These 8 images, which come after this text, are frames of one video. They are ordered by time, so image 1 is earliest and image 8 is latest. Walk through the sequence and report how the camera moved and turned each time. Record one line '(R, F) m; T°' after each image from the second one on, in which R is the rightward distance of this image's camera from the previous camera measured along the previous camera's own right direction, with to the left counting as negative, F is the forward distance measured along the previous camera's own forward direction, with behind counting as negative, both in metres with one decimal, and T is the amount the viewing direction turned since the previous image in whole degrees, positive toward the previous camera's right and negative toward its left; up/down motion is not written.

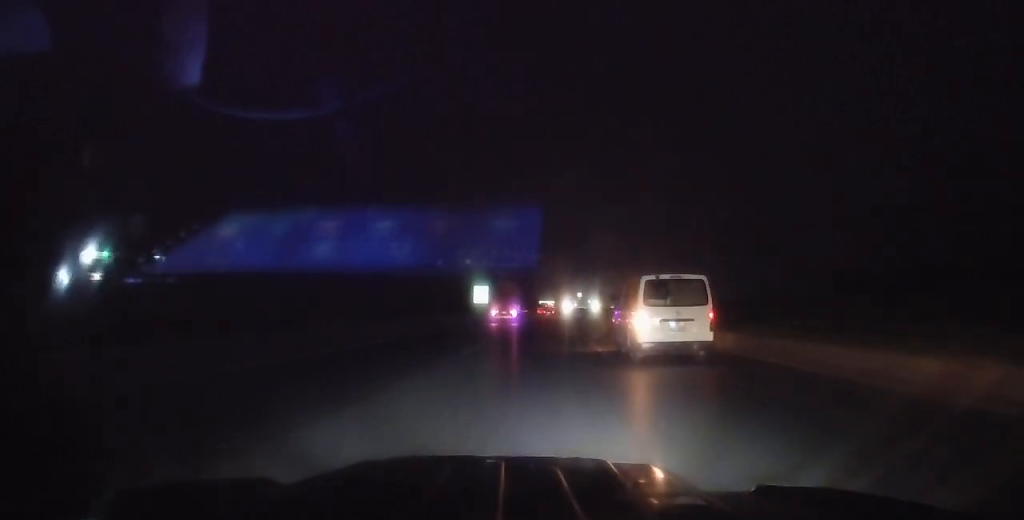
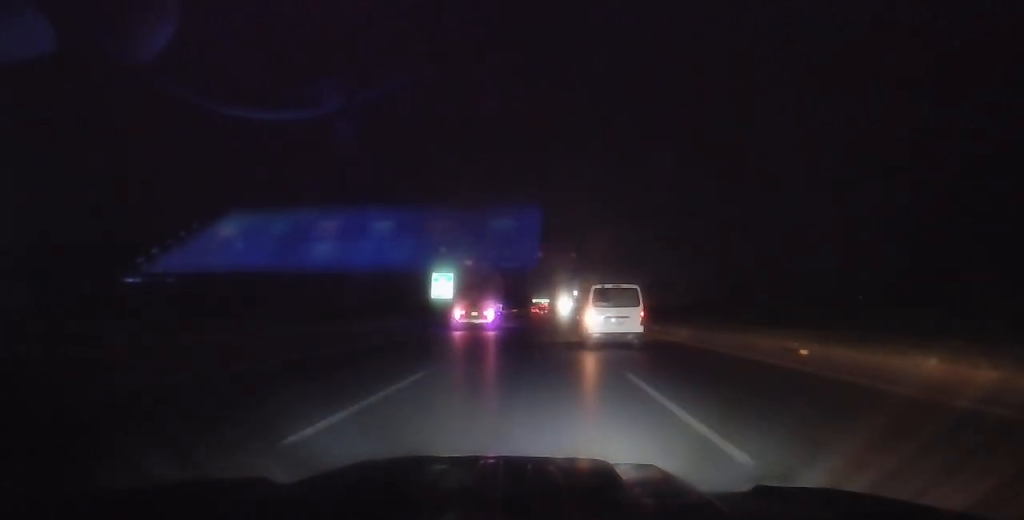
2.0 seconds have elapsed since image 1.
(-0.3, +46.2) m; 0°
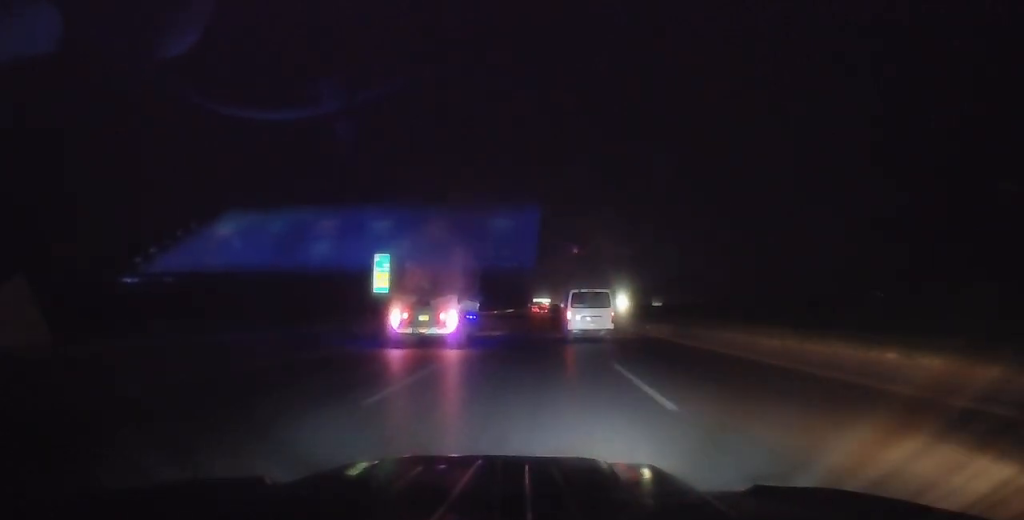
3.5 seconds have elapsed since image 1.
(+0.1, +33.7) m; +1°
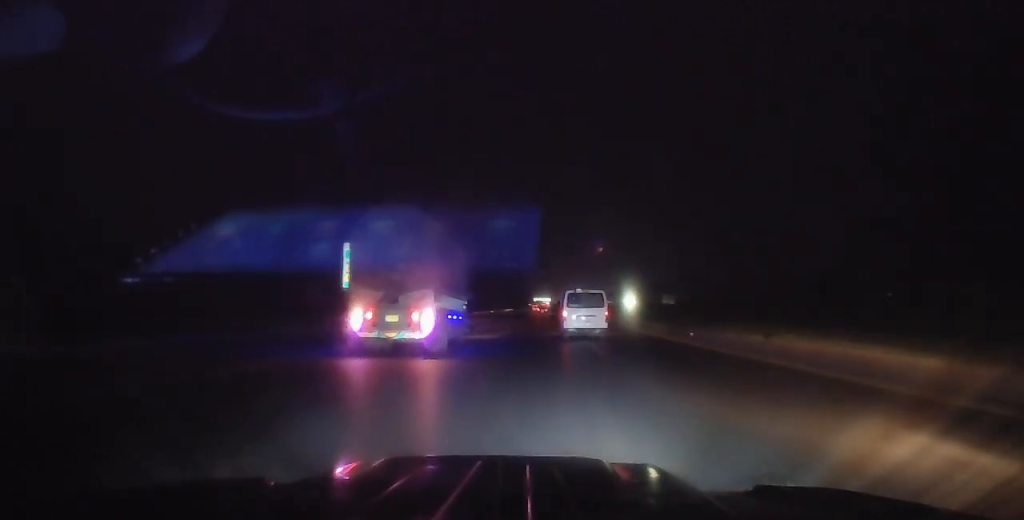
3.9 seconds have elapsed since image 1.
(+0.1, +9.7) m; 0°
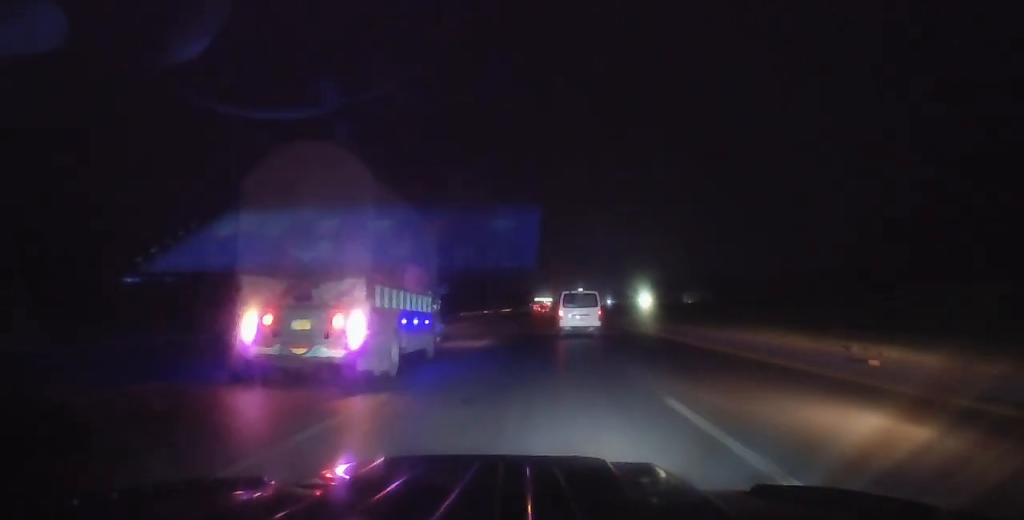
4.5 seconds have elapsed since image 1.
(+0.1, +14.0) m; 0°
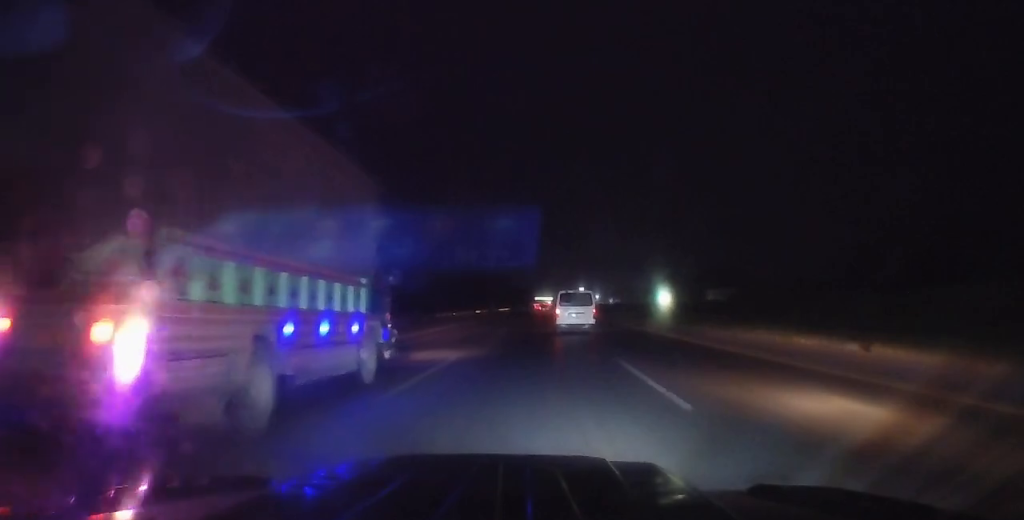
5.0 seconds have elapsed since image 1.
(-0.2, +12.9) m; 0°
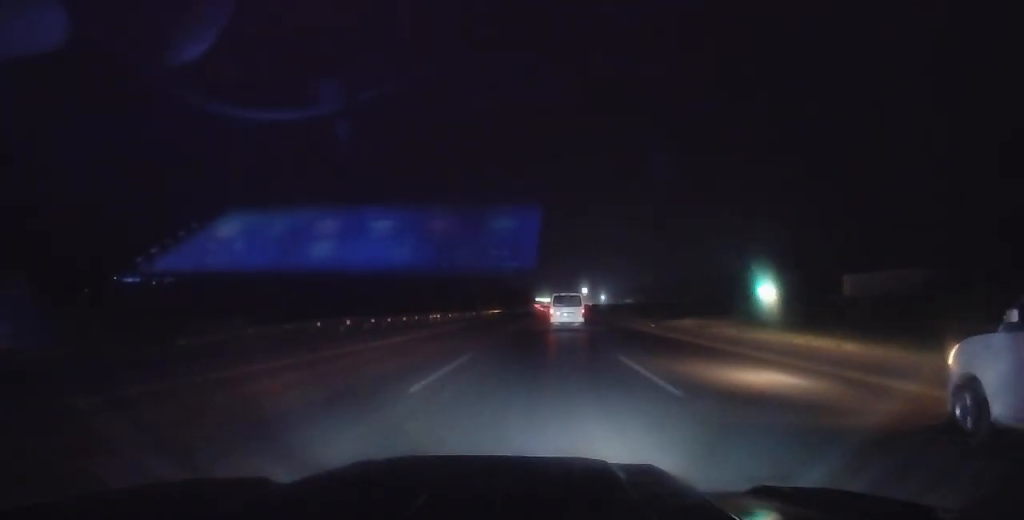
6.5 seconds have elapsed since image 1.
(+0.3, +34.4) m; +1°
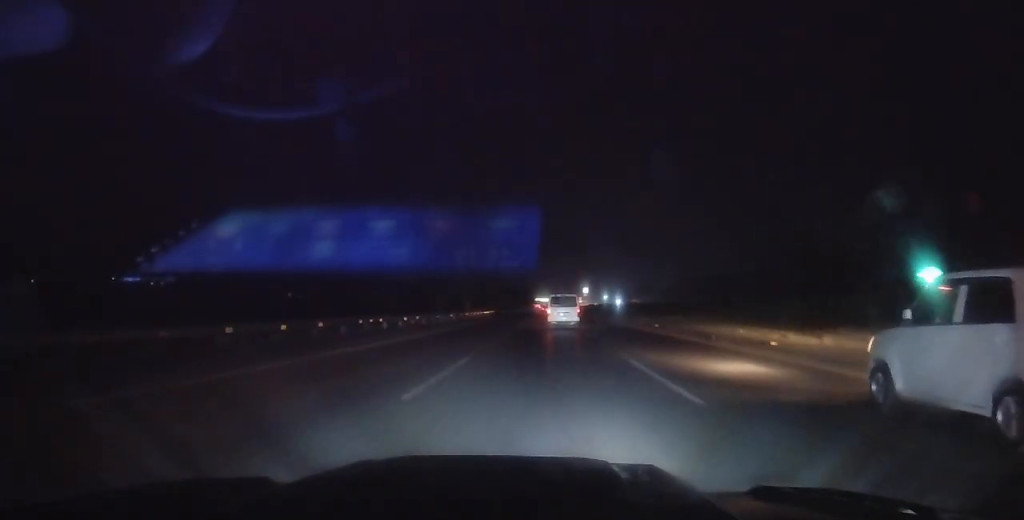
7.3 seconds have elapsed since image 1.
(+0.1, +18.9) m; -1°
